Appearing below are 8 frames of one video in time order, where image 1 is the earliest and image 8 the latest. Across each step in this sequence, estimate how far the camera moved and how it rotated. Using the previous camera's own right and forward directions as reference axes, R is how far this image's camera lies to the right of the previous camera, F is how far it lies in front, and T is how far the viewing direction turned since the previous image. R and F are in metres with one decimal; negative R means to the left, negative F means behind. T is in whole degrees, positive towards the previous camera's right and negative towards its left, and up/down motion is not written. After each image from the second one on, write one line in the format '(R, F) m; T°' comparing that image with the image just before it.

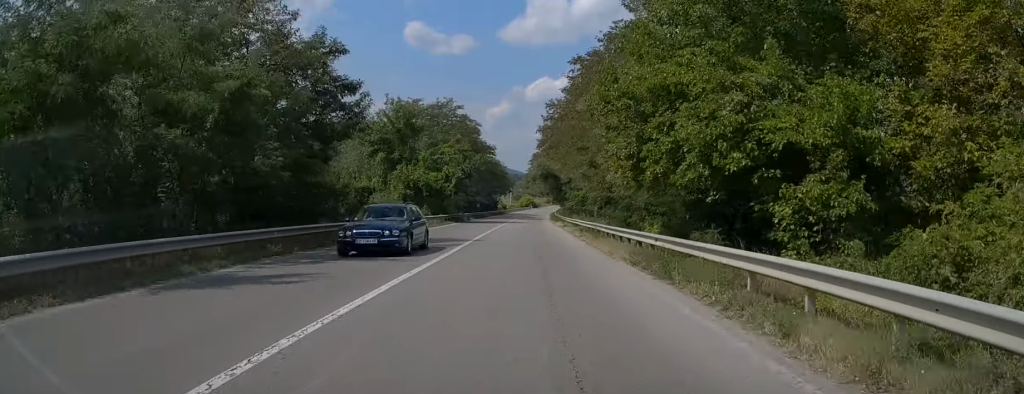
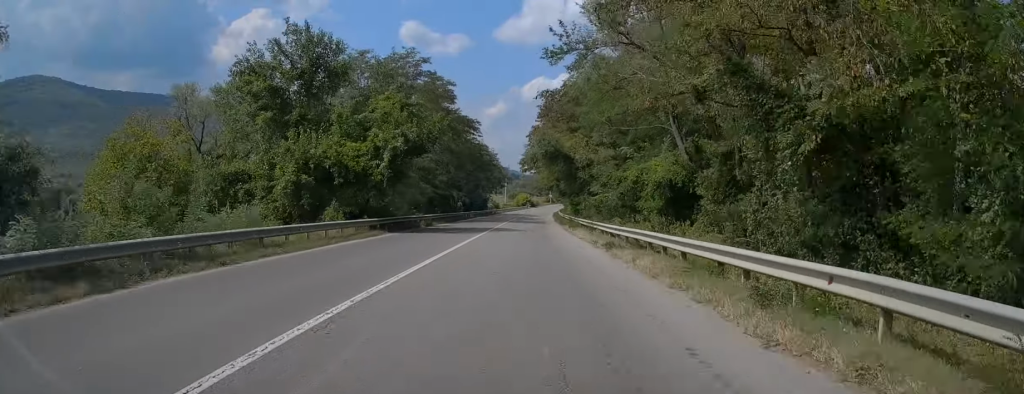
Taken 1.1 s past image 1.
(+0.2, +25.8) m; +1°
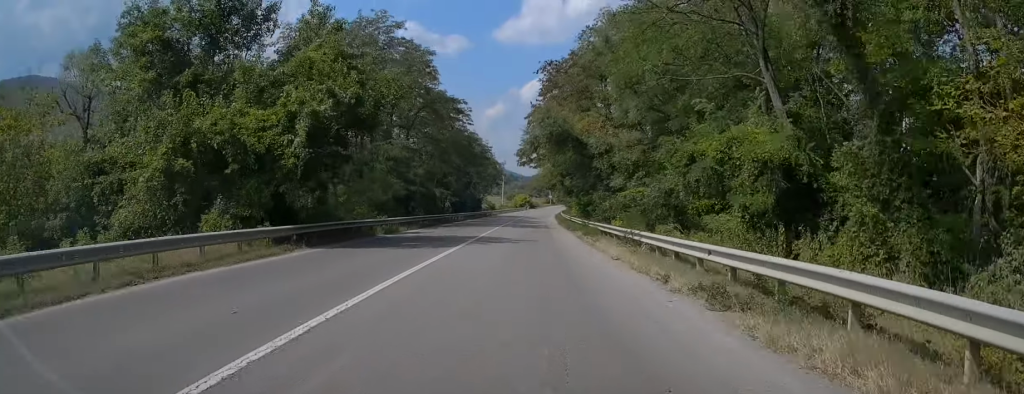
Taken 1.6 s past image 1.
(+0.2, +11.4) m; 0°
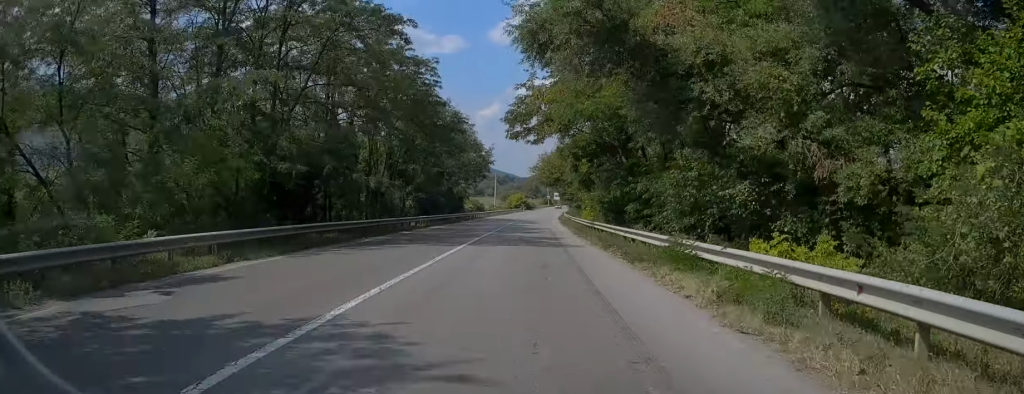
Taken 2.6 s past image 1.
(-0.3, +21.4) m; 0°
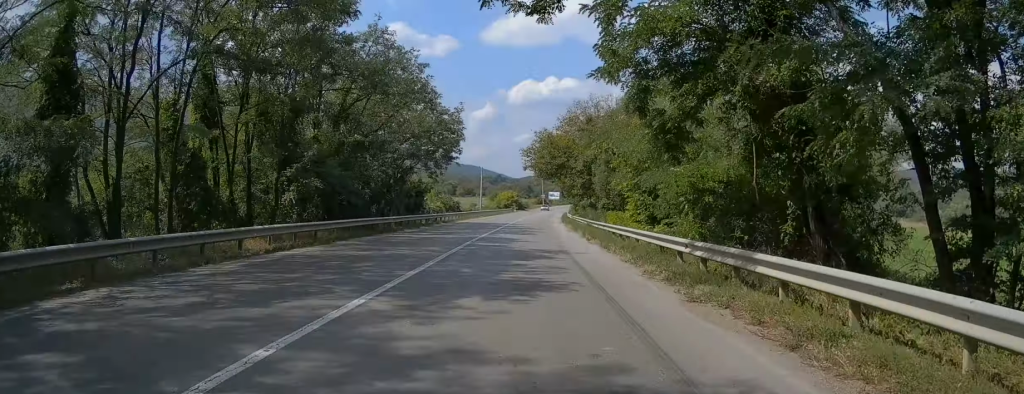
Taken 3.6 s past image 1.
(+0.3, +24.6) m; +1°
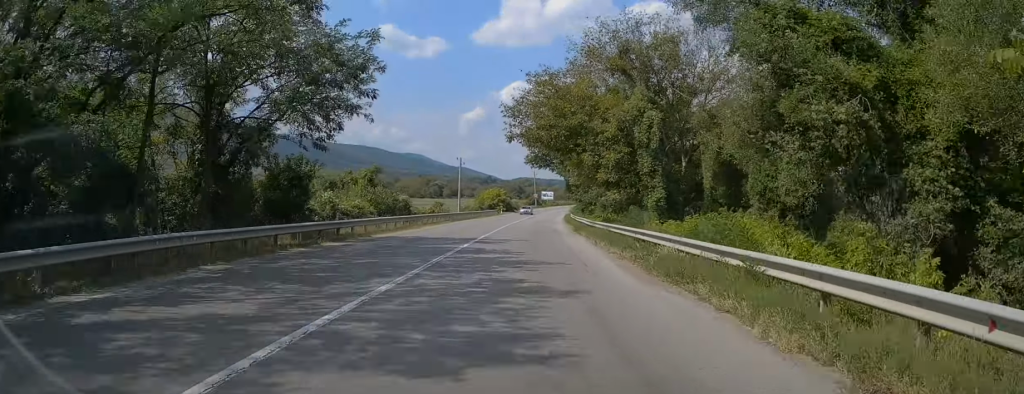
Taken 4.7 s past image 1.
(+0.1, +25.5) m; 0°
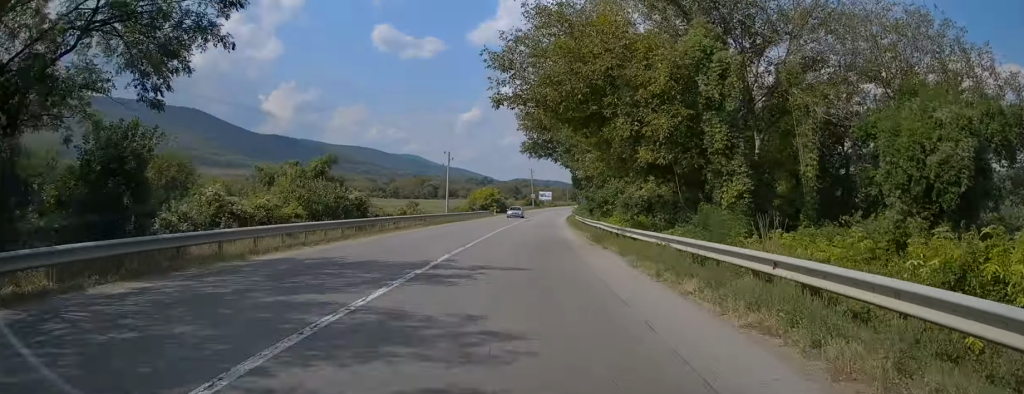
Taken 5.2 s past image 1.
(0.0, +11.6) m; +1°
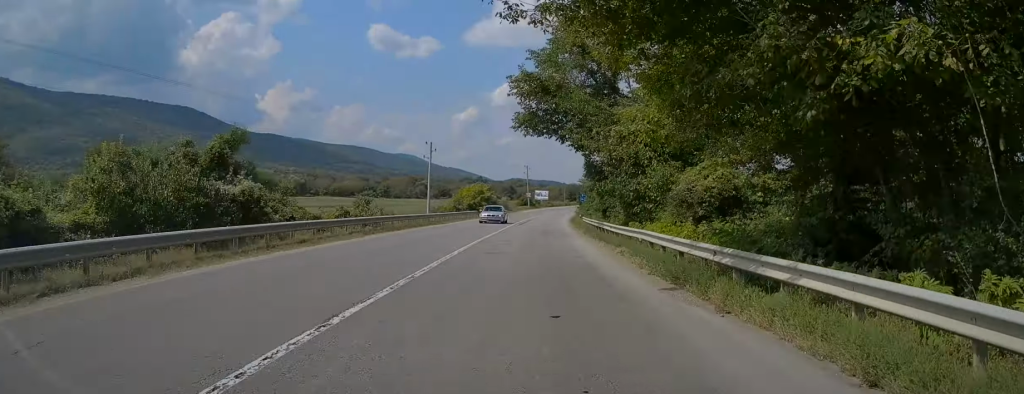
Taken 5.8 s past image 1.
(-0.1, +13.2) m; +1°
